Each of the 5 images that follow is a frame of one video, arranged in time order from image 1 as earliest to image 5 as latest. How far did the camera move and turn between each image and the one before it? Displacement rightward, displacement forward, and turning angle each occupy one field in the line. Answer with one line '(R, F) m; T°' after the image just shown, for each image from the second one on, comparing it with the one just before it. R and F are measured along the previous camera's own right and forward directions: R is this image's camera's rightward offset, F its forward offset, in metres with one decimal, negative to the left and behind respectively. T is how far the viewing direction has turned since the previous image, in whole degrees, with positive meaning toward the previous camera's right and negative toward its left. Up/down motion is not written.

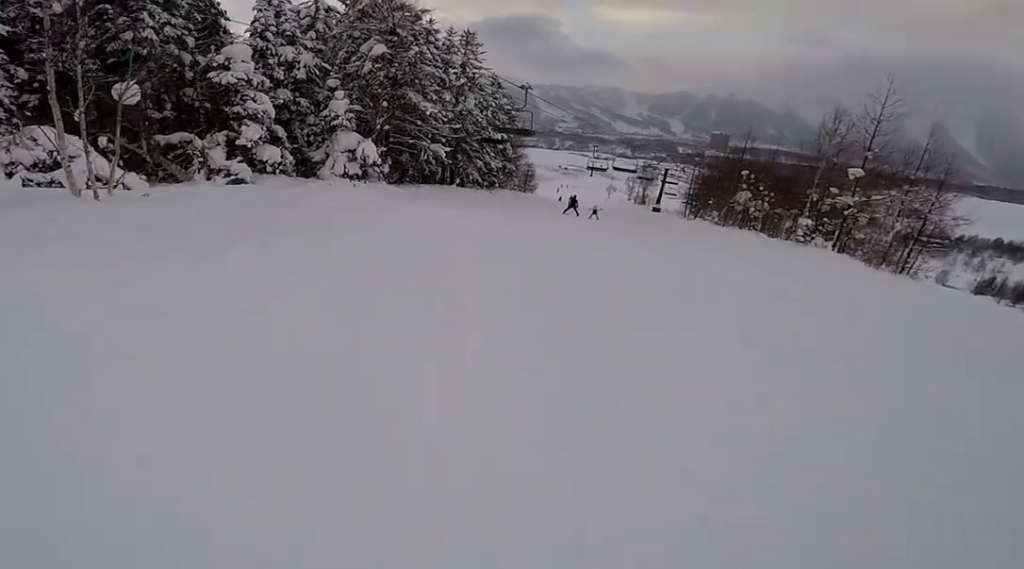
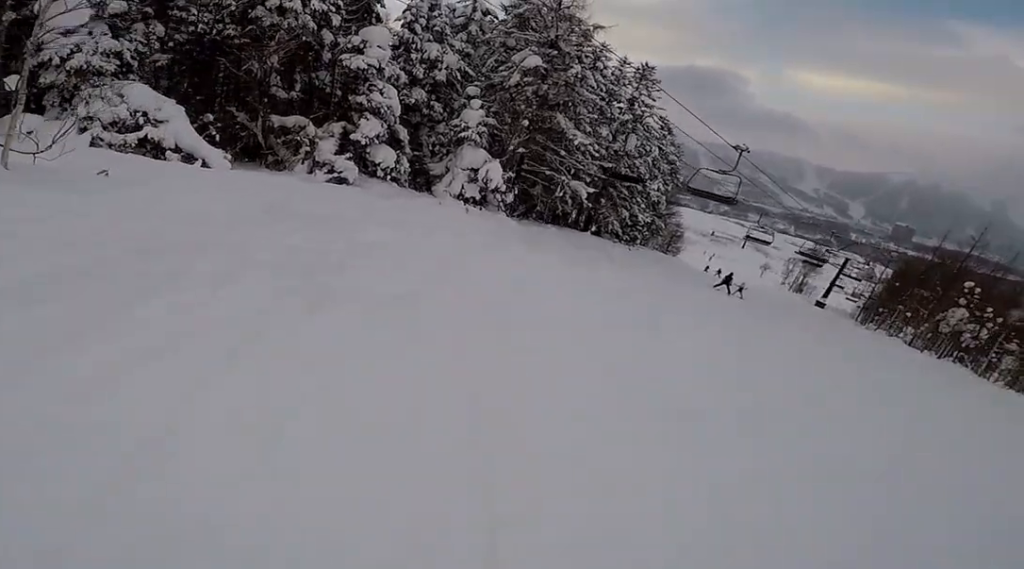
(-0.9, +4.3) m; -7°
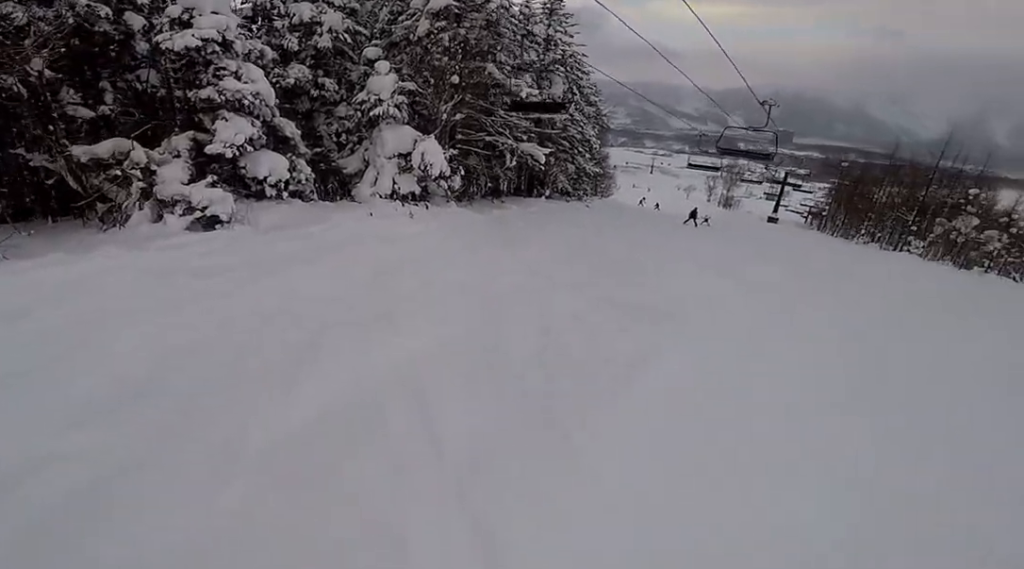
(+1.6, +7.3) m; +25°
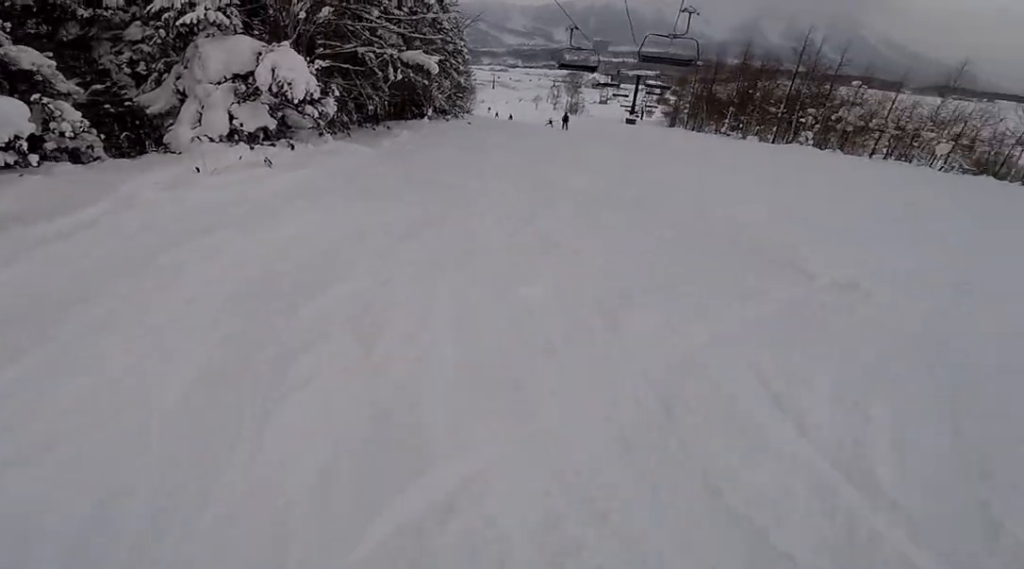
(+0.7, +5.3) m; +22°
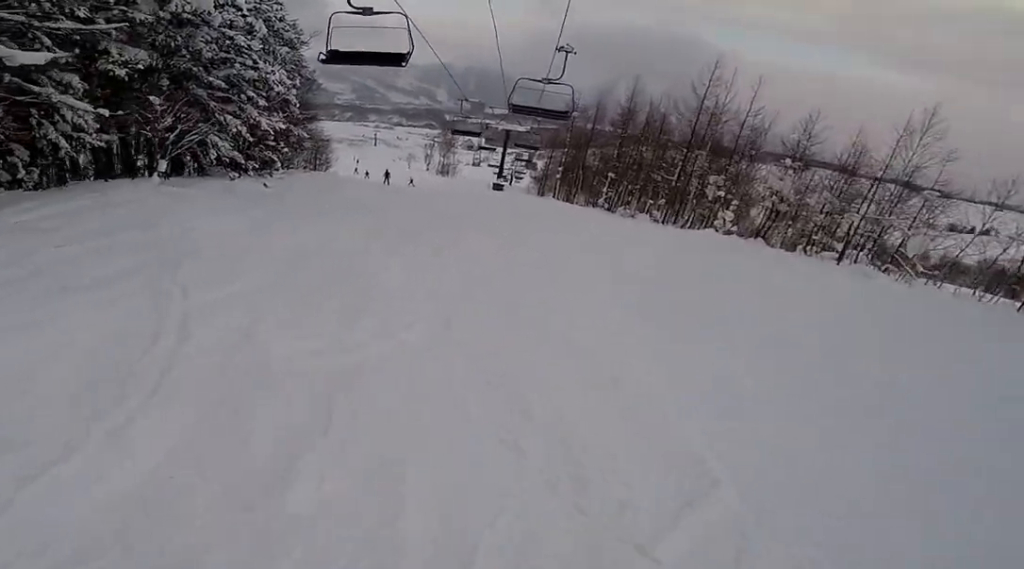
(+1.8, +11.1) m; +6°
